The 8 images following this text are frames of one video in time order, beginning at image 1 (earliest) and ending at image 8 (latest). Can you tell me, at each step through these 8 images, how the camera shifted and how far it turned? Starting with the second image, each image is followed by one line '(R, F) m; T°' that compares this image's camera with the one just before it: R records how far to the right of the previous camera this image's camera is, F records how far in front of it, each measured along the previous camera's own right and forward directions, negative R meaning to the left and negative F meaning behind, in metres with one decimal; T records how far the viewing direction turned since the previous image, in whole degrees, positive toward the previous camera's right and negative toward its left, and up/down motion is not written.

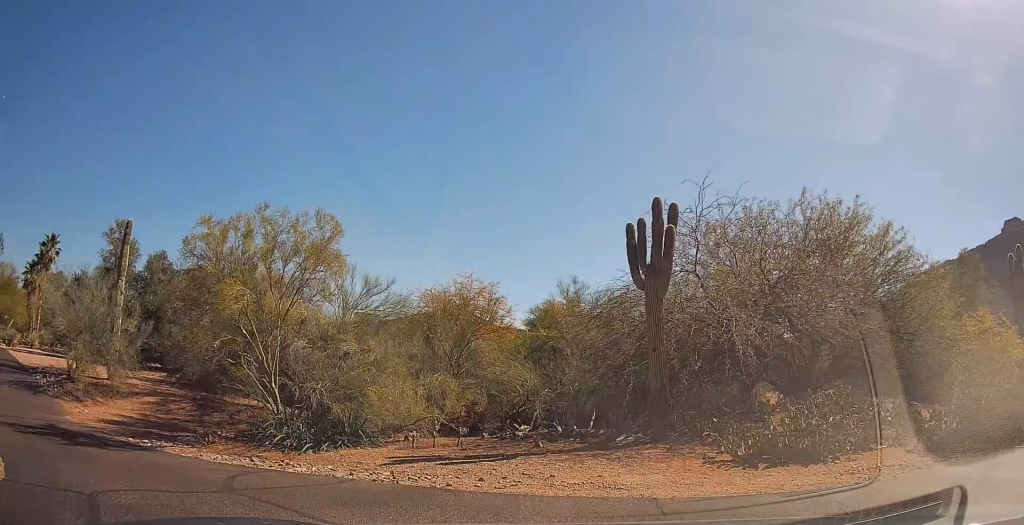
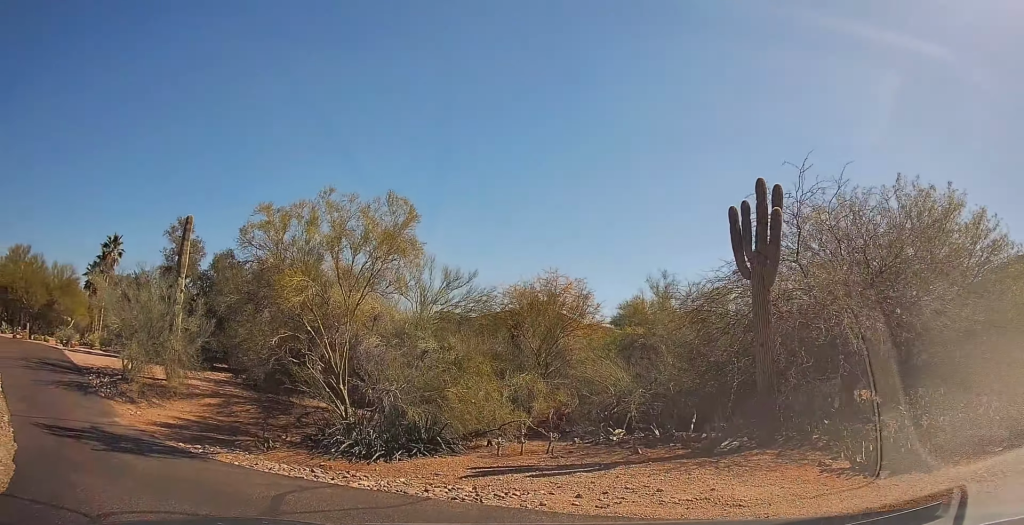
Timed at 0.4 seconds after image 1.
(-0.3, +1.4) m; -13°
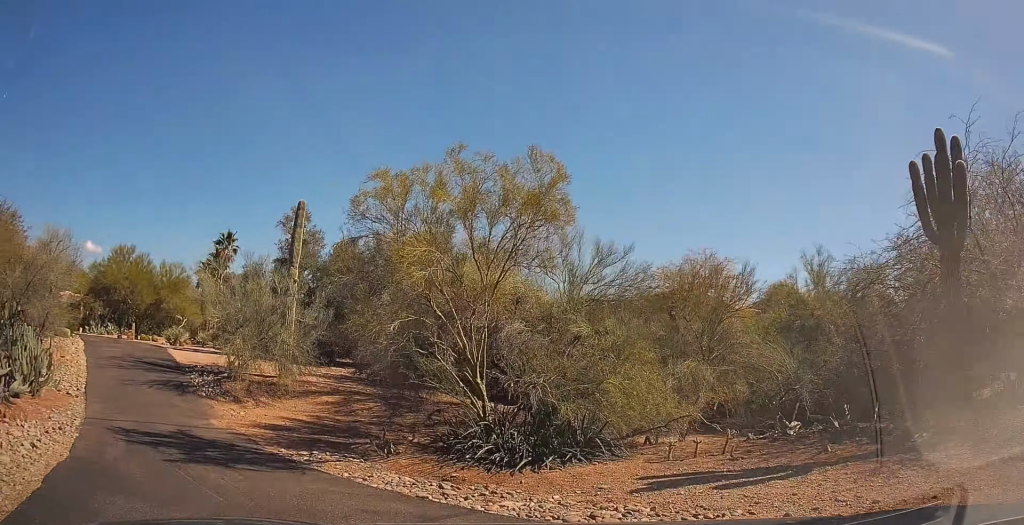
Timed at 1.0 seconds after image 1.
(-0.4, +2.2) m; -13°
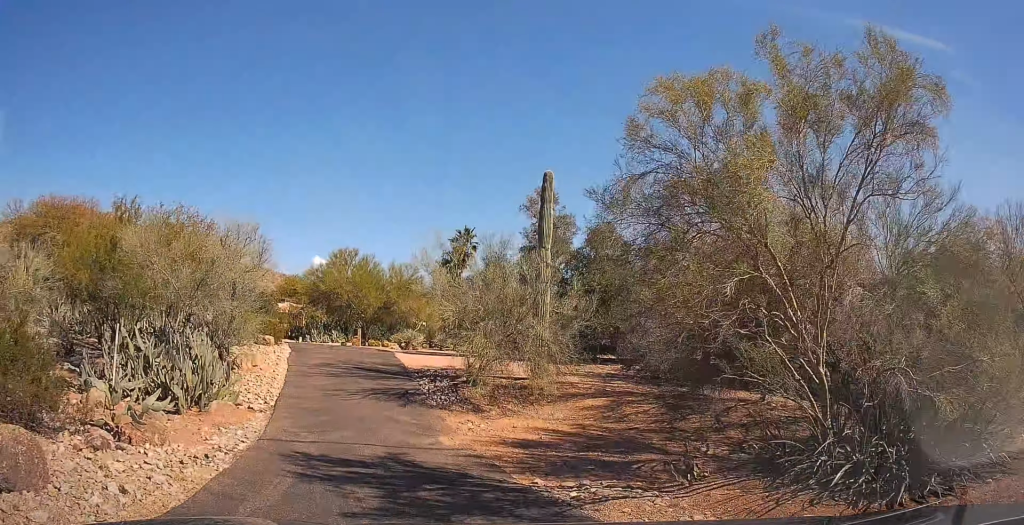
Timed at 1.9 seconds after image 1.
(-0.5, +3.6) m; -10°
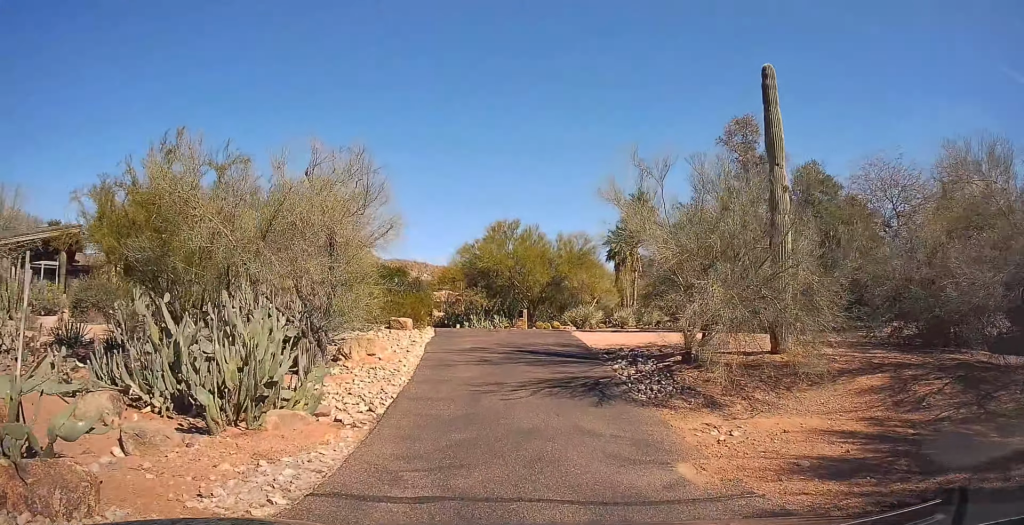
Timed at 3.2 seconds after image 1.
(-0.3, +5.5) m; -11°
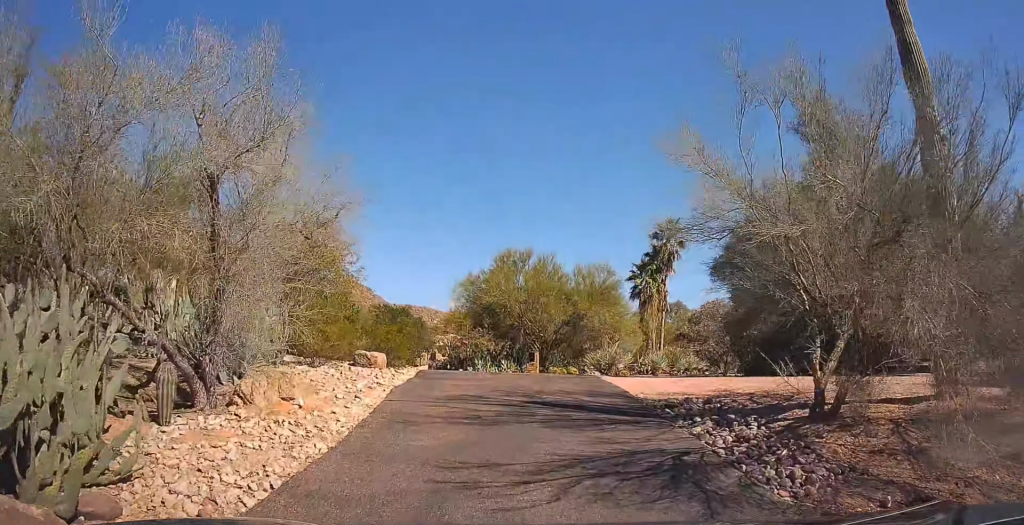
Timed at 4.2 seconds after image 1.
(-0.6, +5.4) m; -9°
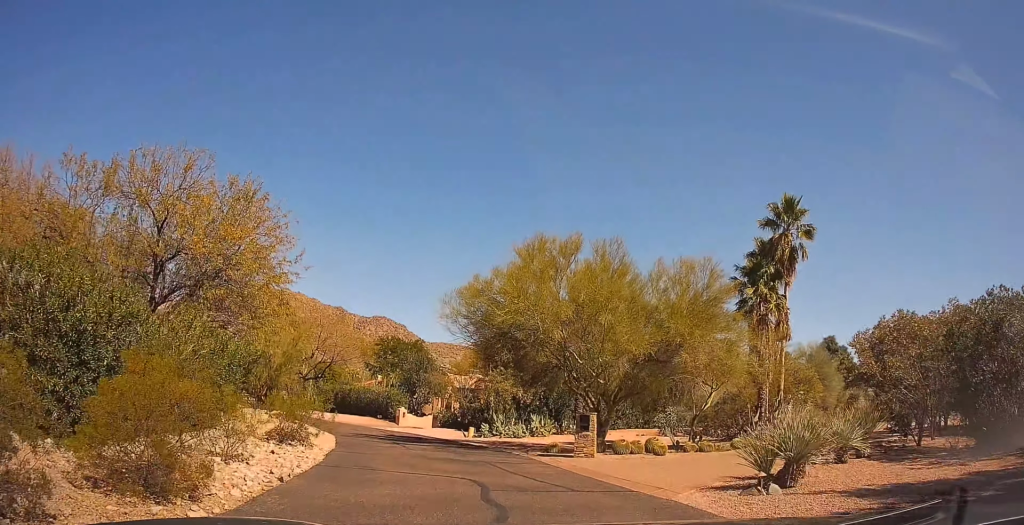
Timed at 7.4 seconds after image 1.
(-0.7, +16.7) m; -3°
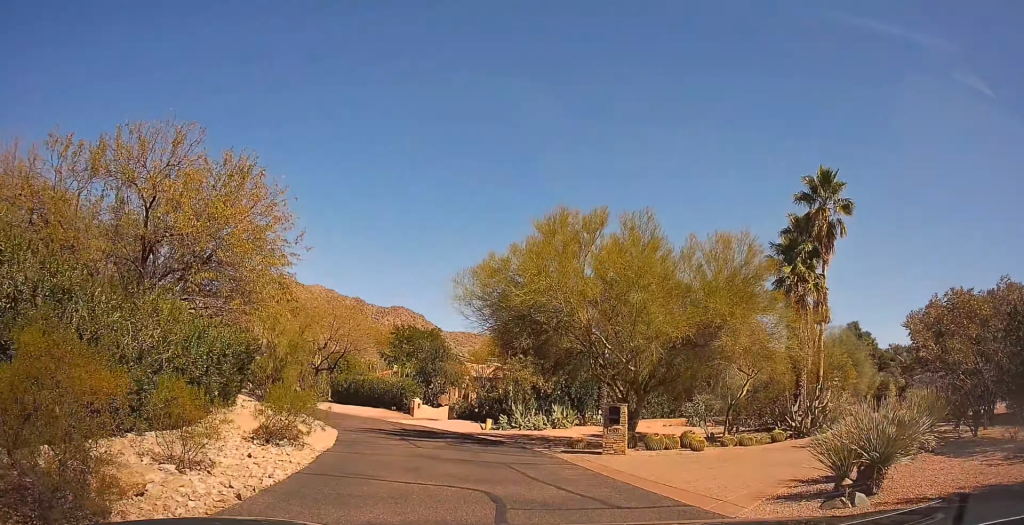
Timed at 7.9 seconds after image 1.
(0.0, +2.2) m; 0°
